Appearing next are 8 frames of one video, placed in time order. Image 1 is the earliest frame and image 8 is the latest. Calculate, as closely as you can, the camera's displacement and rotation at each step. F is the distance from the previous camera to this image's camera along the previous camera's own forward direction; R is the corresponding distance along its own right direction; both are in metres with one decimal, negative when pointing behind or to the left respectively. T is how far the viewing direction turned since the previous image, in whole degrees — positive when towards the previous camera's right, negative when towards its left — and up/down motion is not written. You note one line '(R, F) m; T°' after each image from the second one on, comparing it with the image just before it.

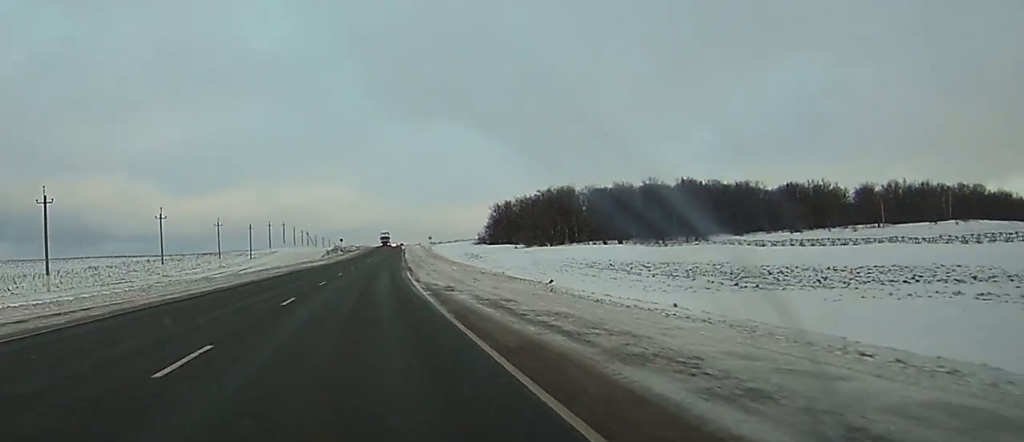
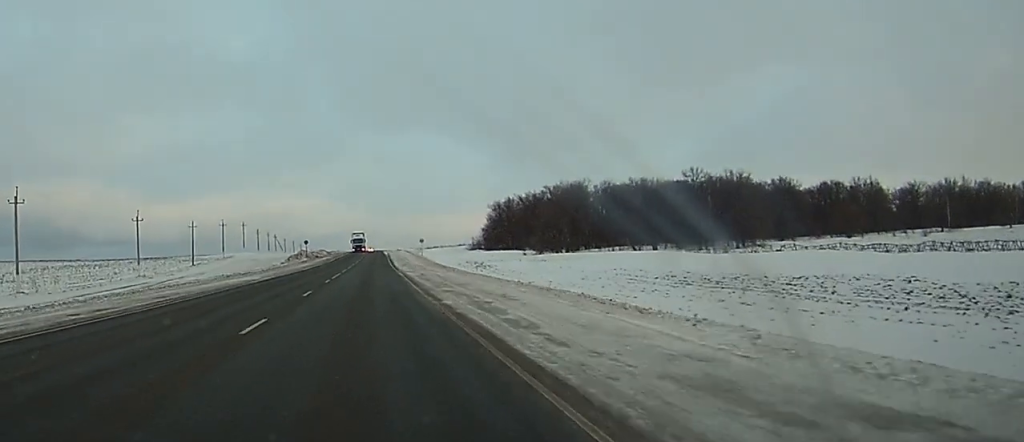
(+0.4, +43.0) m; +1°
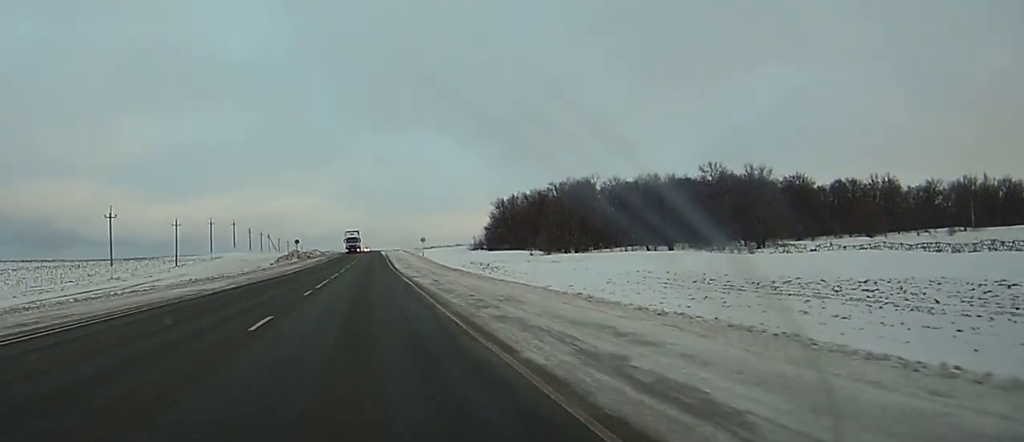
(0.0, +11.3) m; 0°
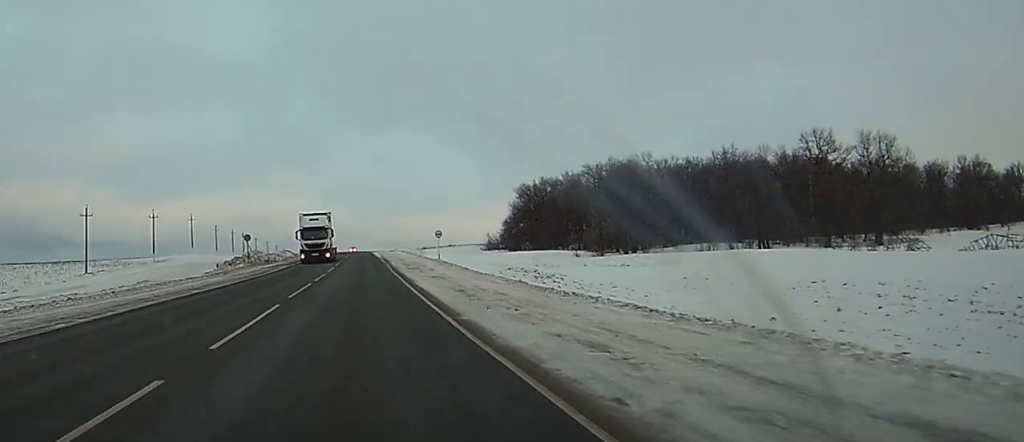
(+0.7, +44.7) m; +2°
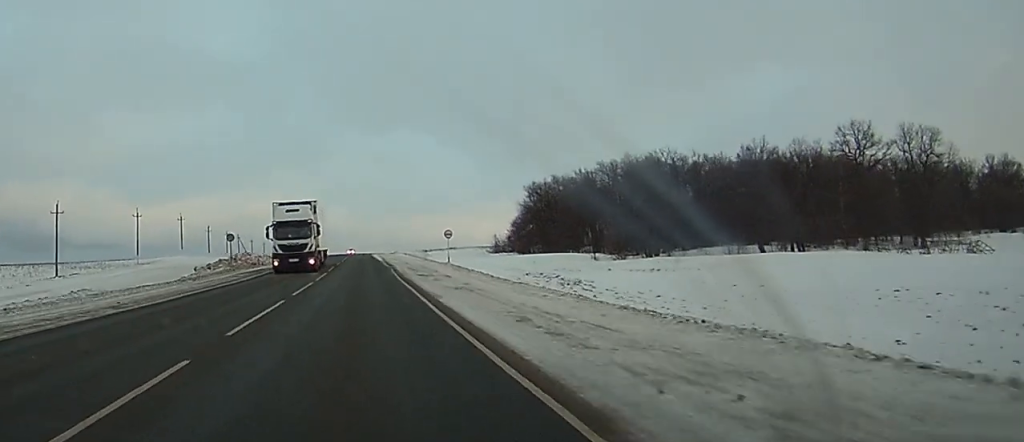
(0.0, +10.6) m; 0°
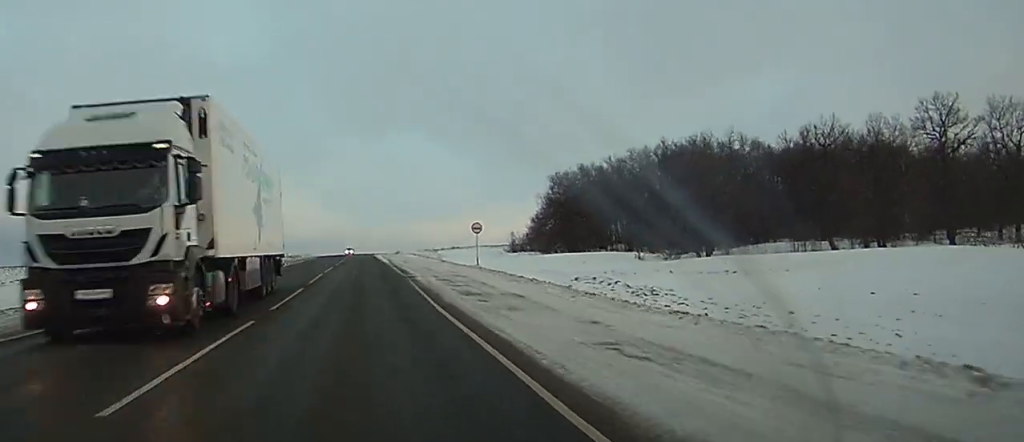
(+0.1, +18.6) m; 0°
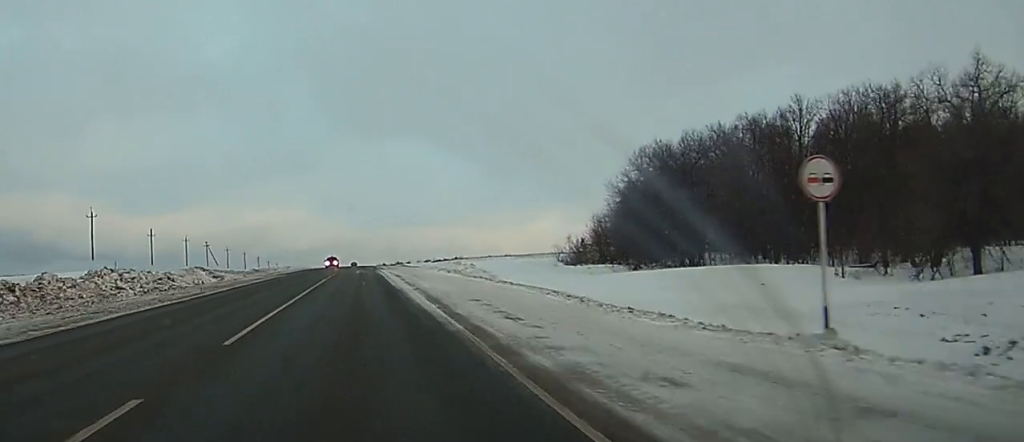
(+0.1, +44.2) m; 0°
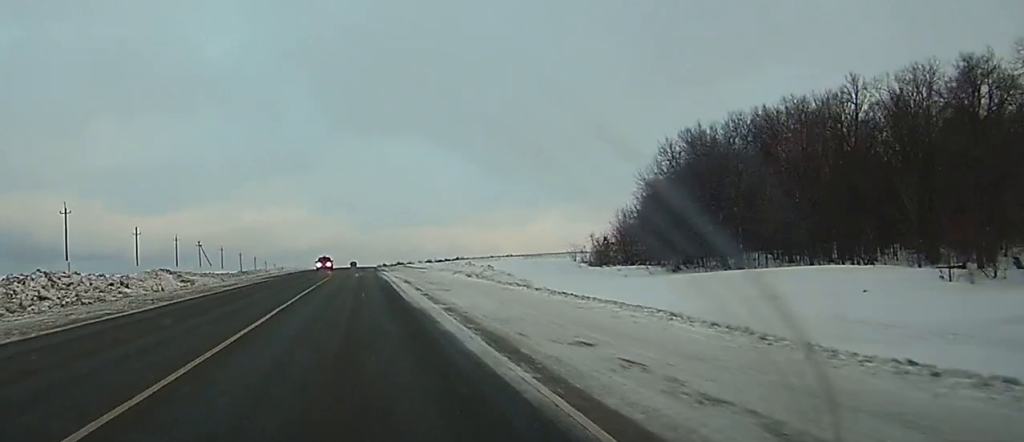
(0.0, +11.5) m; 0°
